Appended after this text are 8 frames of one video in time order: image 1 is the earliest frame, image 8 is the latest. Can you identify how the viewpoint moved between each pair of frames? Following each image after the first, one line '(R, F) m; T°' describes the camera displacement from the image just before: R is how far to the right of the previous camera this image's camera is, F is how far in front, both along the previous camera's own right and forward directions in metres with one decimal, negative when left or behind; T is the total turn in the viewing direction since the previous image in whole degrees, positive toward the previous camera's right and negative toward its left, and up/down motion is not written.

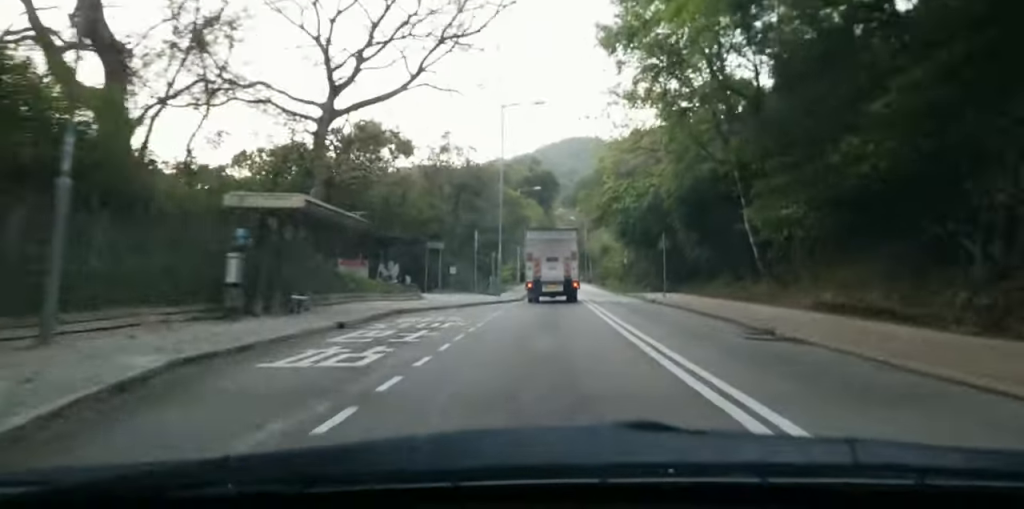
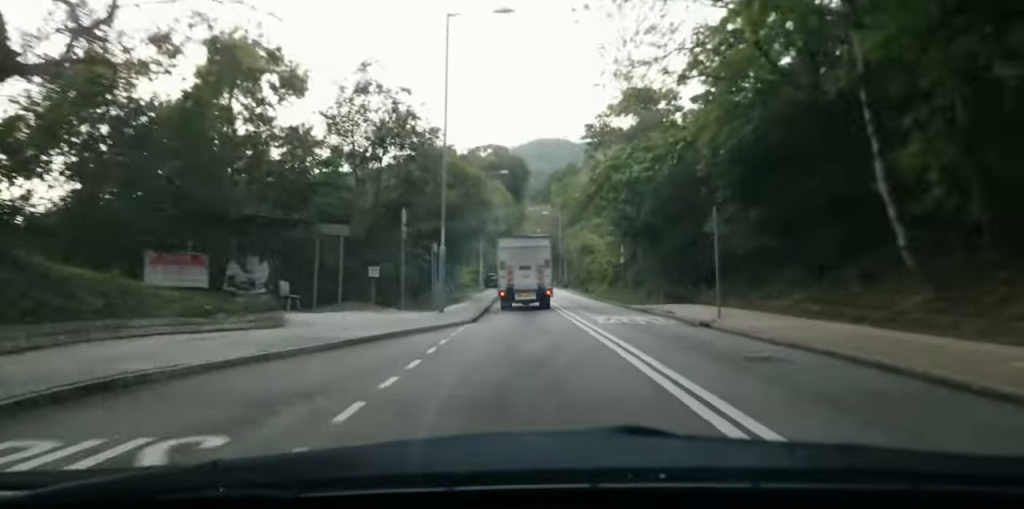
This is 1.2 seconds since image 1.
(+0.1, +16.6) m; +1°
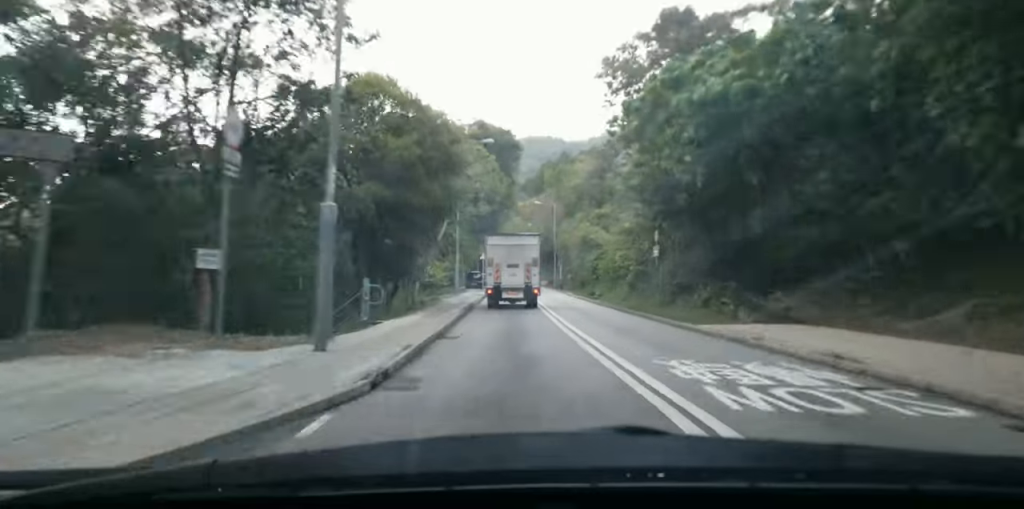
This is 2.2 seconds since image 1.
(+0.1, +15.3) m; 0°
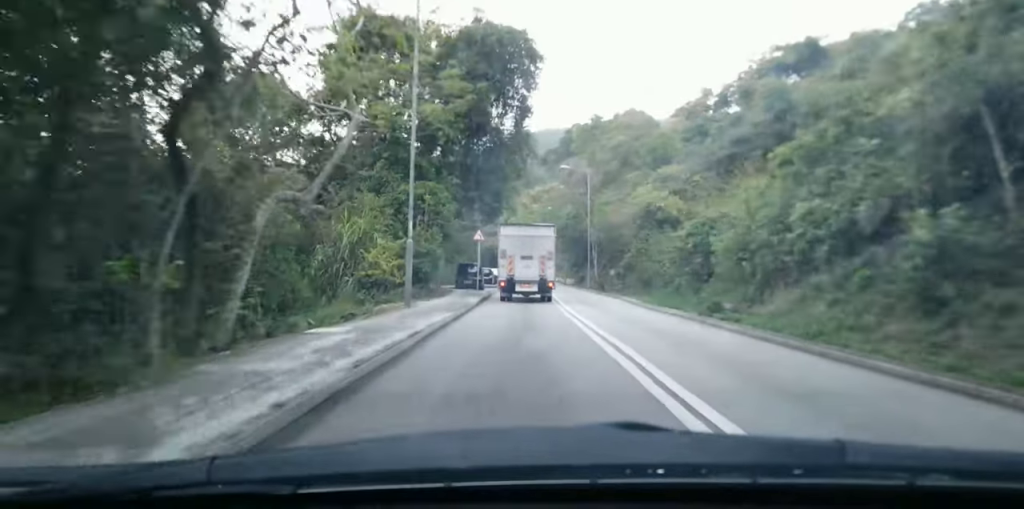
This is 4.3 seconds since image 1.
(0.0, +28.3) m; 0°
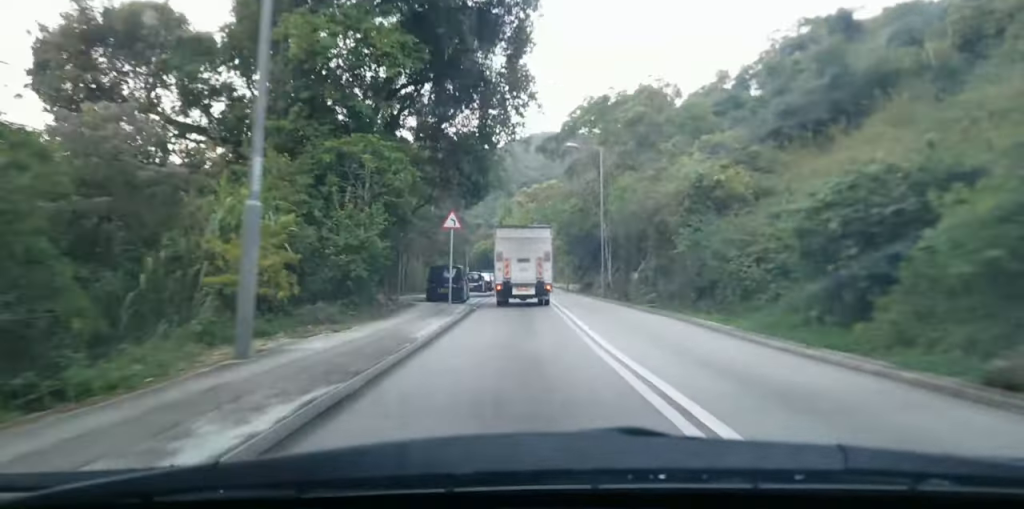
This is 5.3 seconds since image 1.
(0.0, +13.6) m; 0°
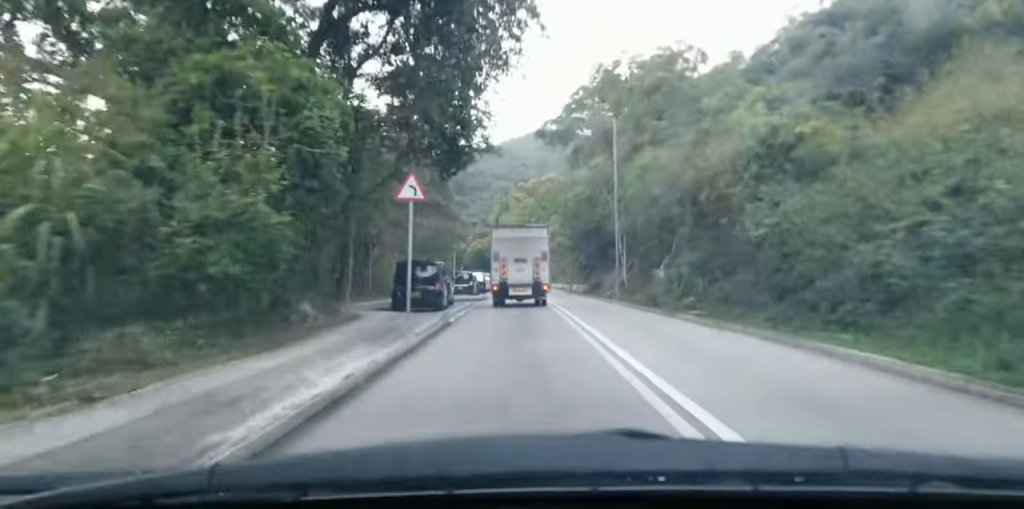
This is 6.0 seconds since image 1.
(0.0, +9.2) m; 0°
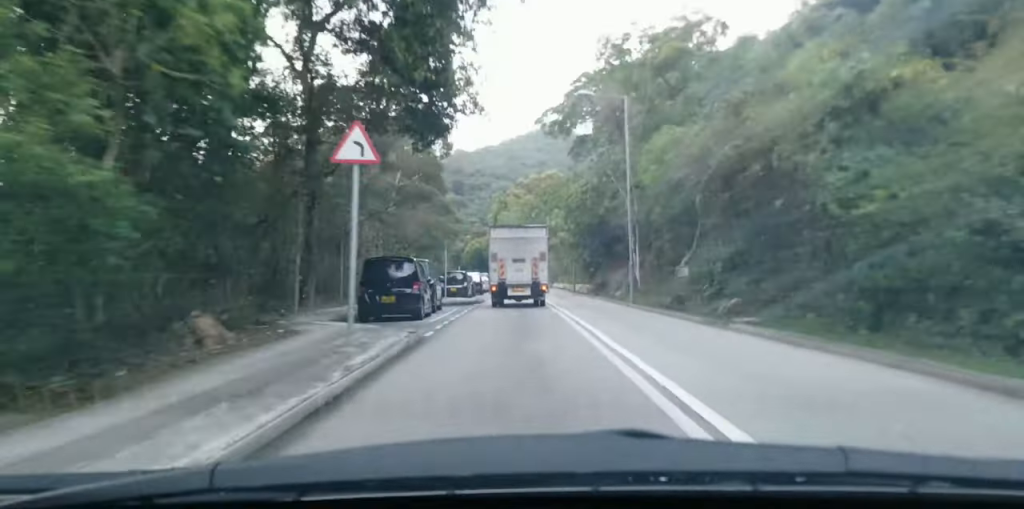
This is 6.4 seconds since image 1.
(0.0, +5.4) m; 0°
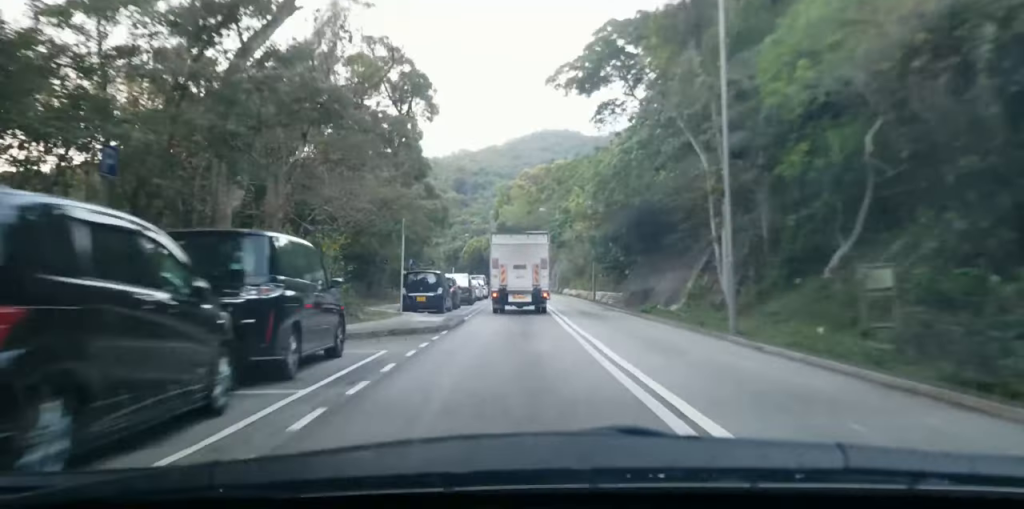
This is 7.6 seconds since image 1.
(0.0, +17.0) m; 0°
